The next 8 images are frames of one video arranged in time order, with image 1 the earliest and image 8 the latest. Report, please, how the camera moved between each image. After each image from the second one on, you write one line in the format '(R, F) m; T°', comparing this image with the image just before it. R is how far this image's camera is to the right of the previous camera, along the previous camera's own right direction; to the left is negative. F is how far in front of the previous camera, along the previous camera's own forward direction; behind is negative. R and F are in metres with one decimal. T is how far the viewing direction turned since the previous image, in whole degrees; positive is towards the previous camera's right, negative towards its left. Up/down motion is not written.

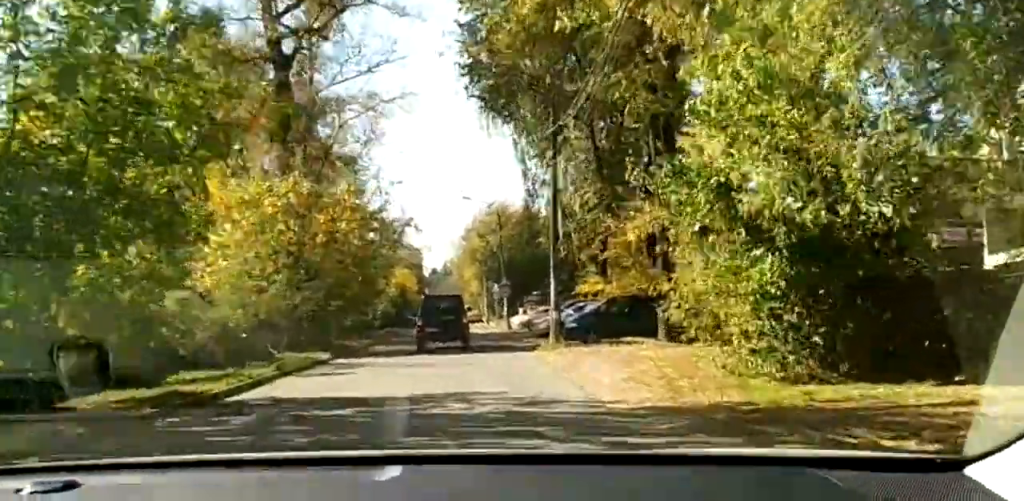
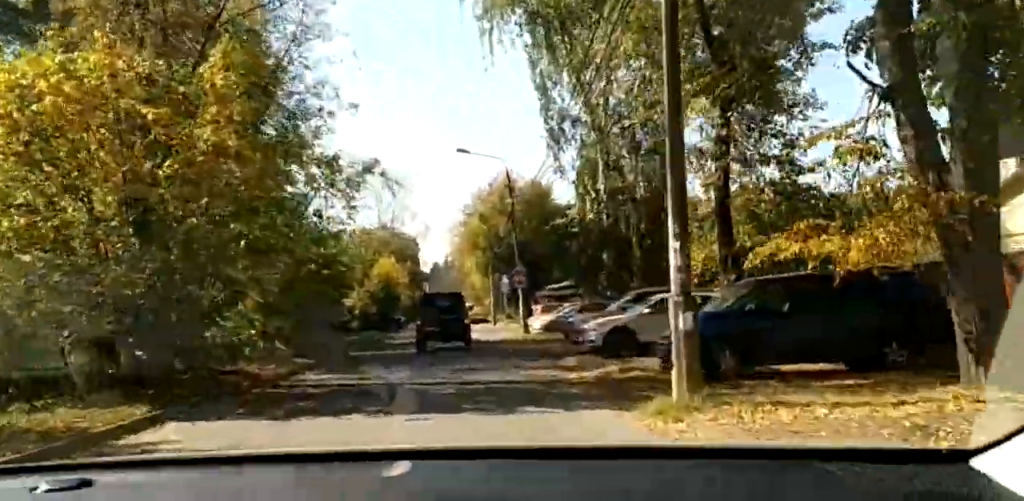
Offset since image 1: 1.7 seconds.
(+0.1, +18.7) m; 0°
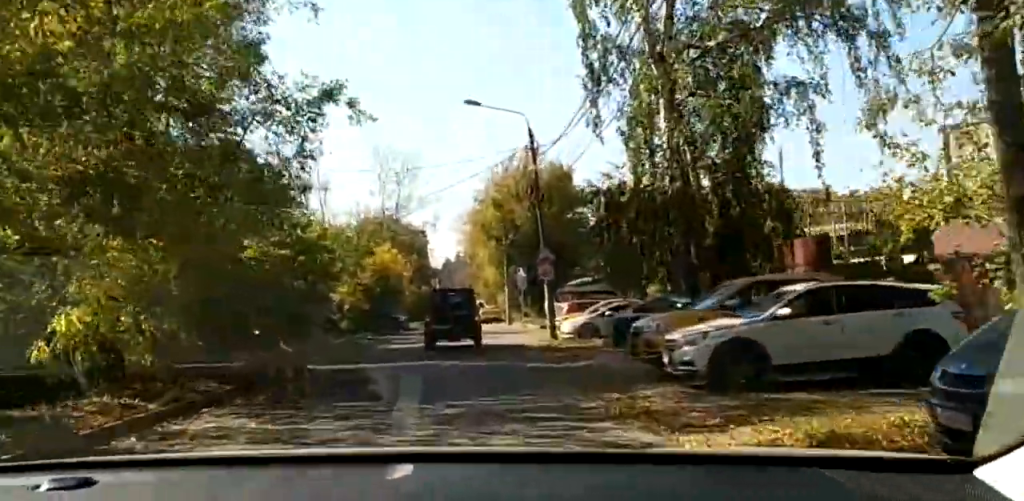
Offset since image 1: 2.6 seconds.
(0.0, +10.2) m; -1°
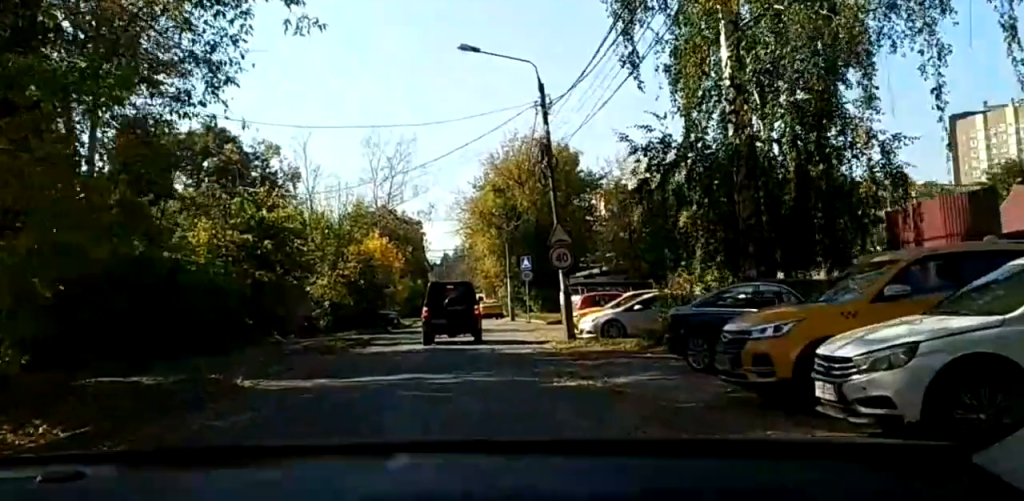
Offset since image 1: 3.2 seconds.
(-0.2, +7.0) m; +1°
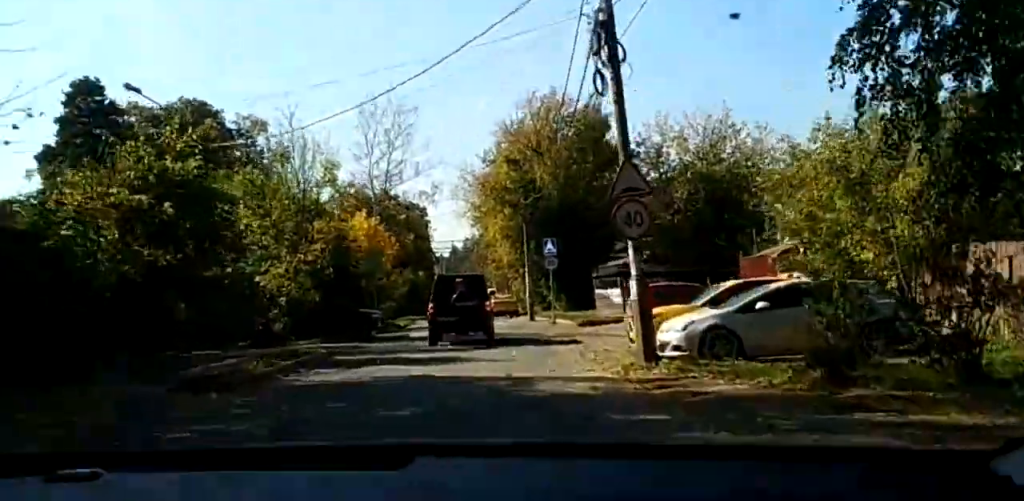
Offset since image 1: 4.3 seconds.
(+0.3, +11.6) m; 0°
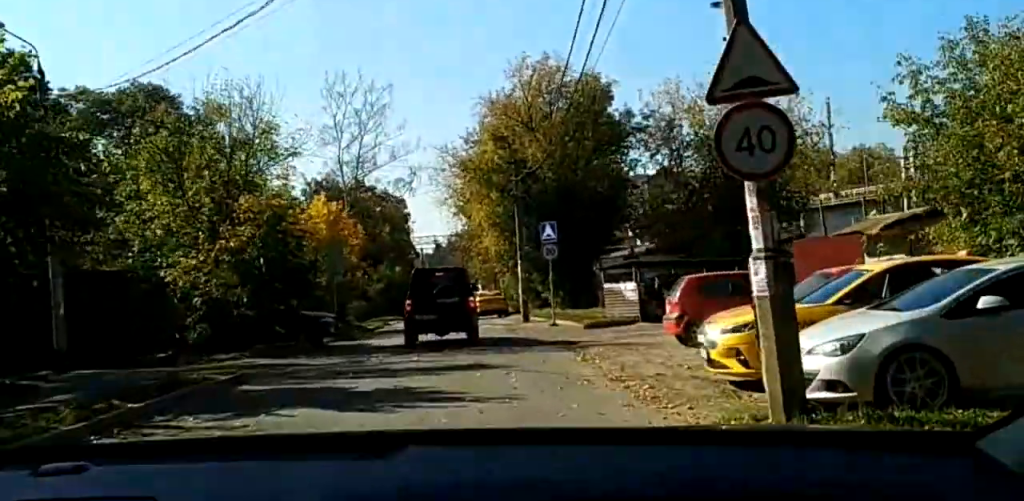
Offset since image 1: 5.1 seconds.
(-0.2, +8.3) m; -3°
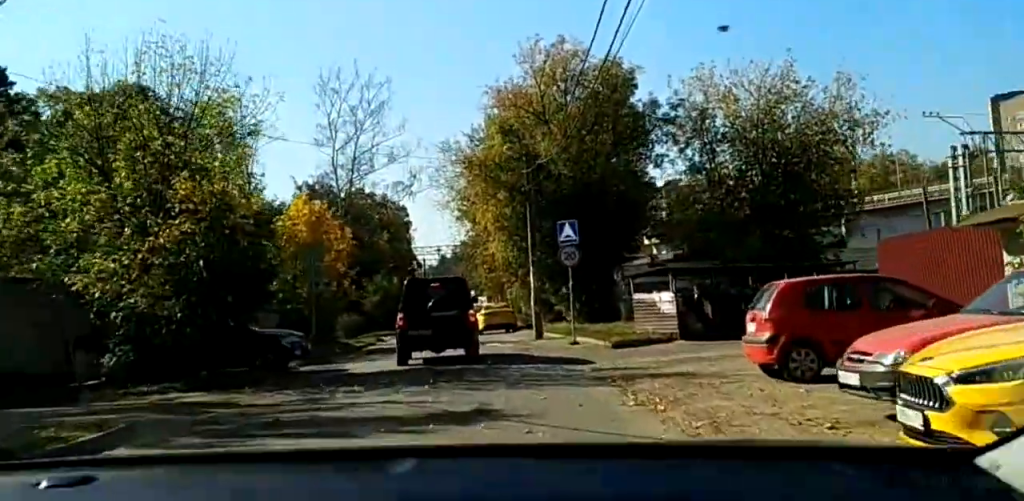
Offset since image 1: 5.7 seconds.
(-0.1, +5.9) m; -1°
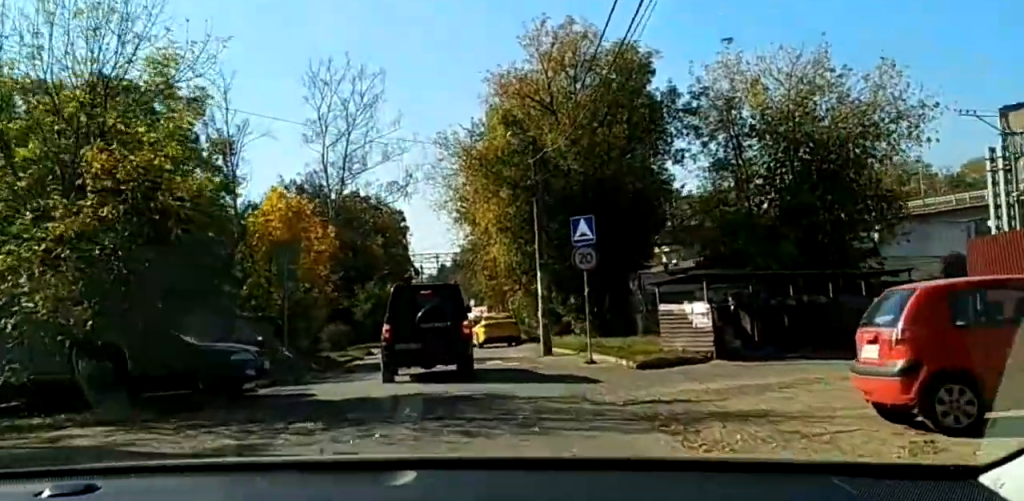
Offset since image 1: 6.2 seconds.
(-0.2, +4.1) m; +1°
